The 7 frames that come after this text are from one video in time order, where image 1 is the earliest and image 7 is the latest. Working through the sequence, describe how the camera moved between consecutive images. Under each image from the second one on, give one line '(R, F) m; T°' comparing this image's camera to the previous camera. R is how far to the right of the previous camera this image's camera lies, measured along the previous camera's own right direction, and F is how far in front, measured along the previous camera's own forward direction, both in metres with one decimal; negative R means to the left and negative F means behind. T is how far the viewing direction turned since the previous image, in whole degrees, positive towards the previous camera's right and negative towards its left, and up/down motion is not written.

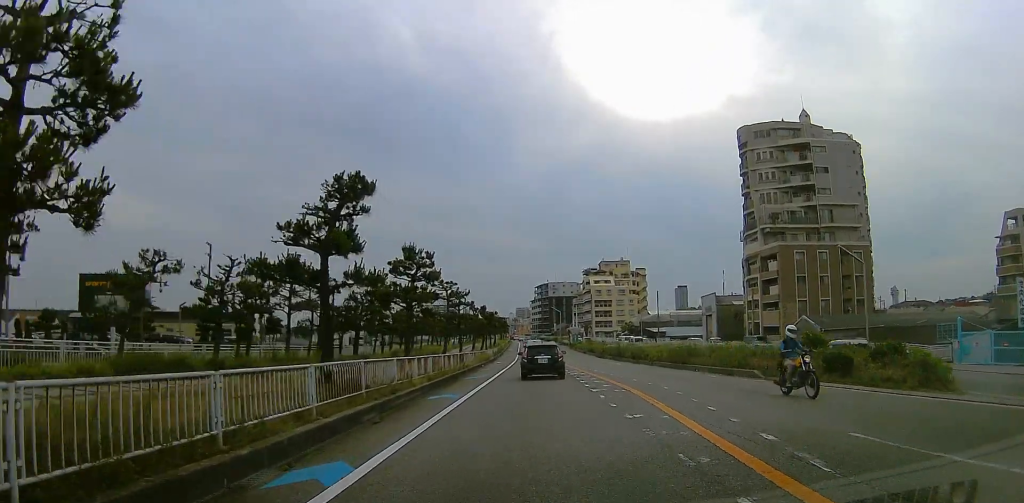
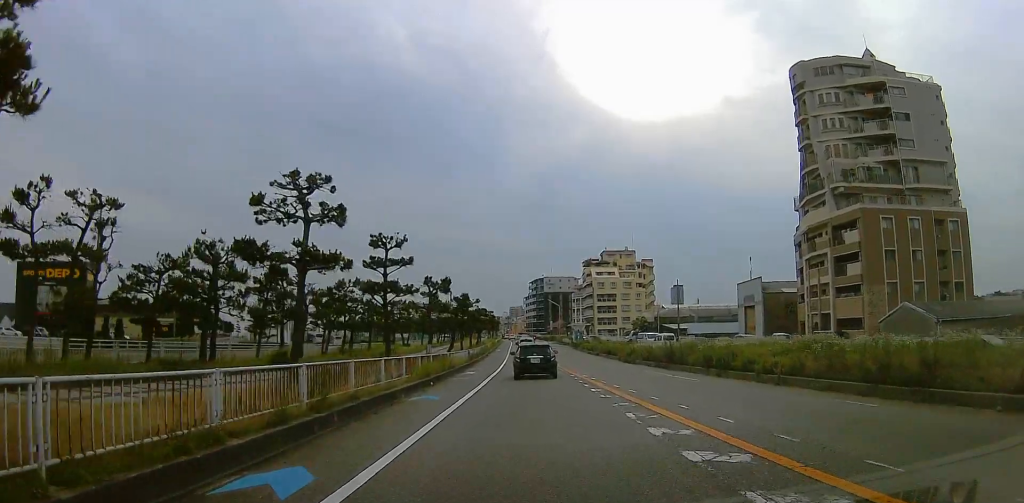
(0.0, +20.7) m; 0°
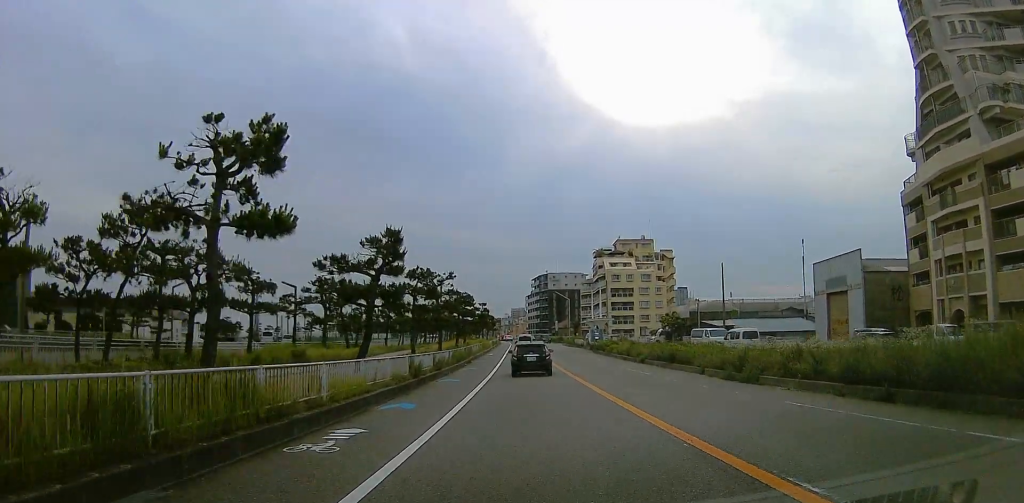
(0.0, +22.2) m; 0°
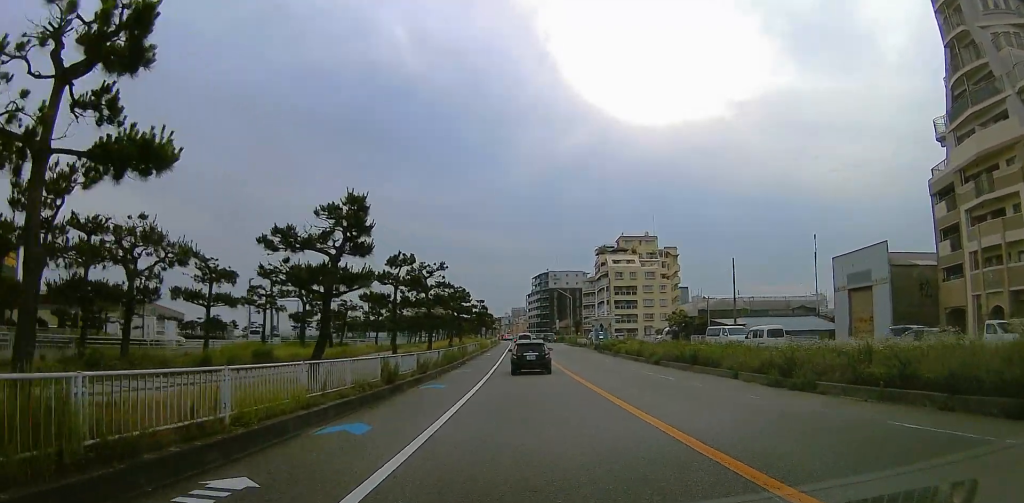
(0.0, +4.1) m; 0°
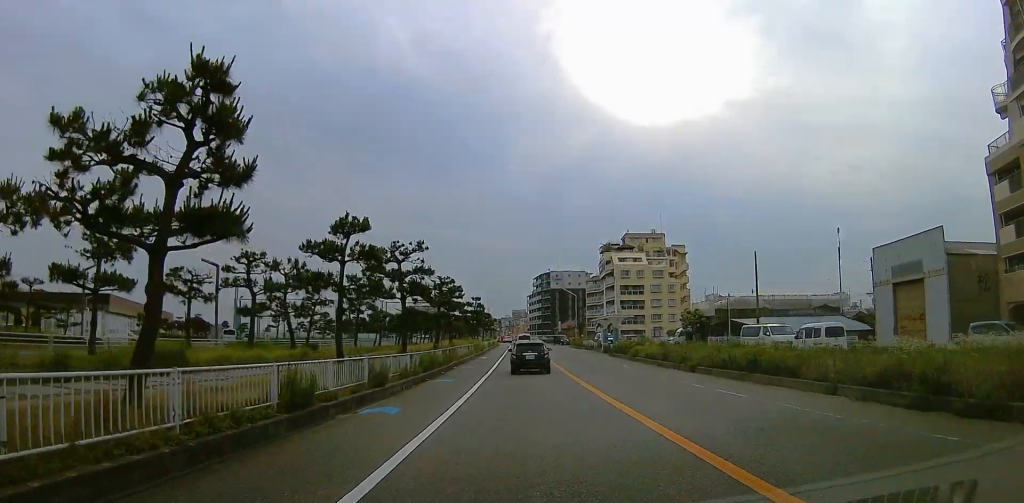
(0.0, +7.1) m; 0°
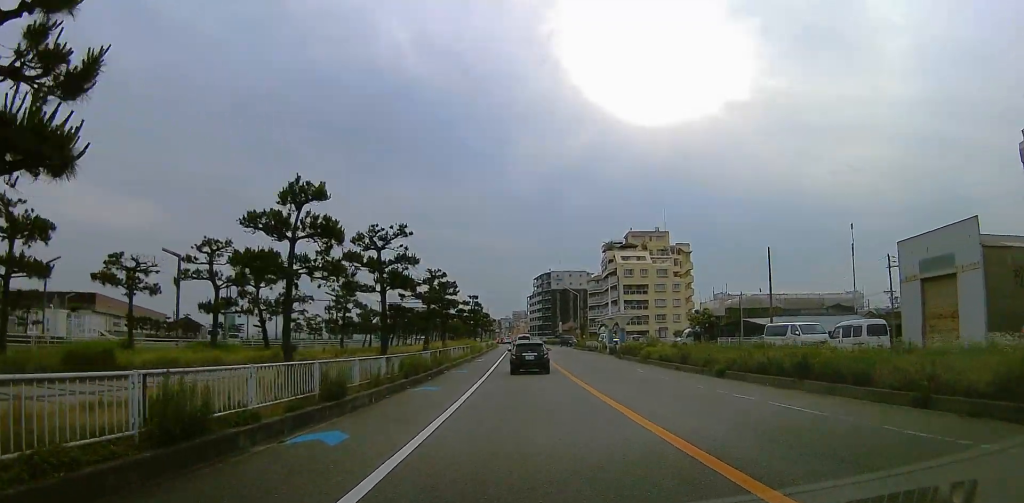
(0.0, +3.7) m; 0°
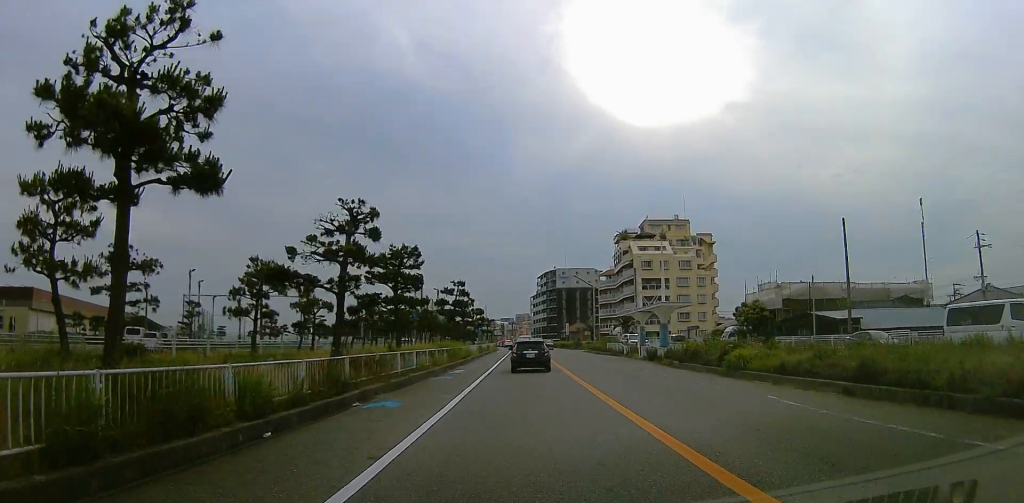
(0.0, +15.4) m; 0°
